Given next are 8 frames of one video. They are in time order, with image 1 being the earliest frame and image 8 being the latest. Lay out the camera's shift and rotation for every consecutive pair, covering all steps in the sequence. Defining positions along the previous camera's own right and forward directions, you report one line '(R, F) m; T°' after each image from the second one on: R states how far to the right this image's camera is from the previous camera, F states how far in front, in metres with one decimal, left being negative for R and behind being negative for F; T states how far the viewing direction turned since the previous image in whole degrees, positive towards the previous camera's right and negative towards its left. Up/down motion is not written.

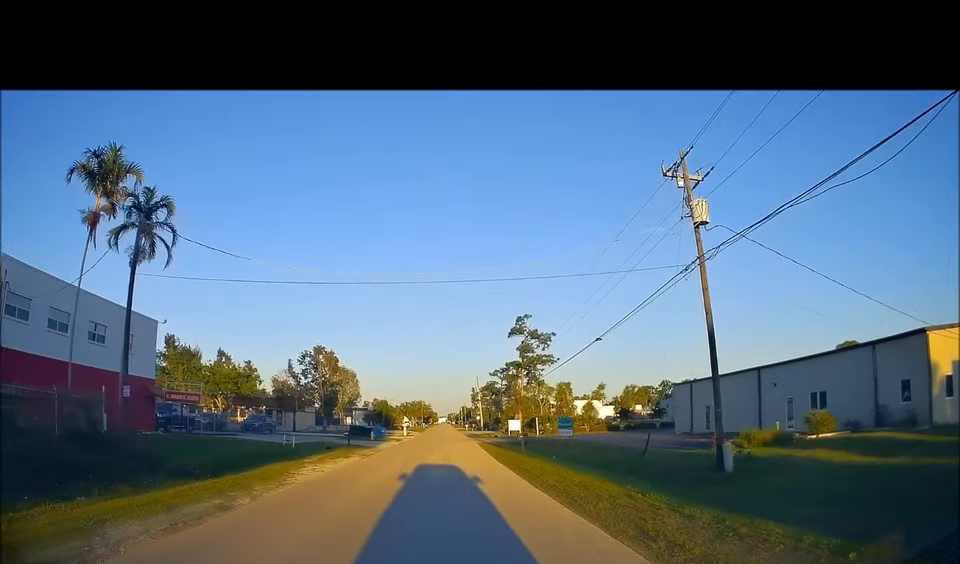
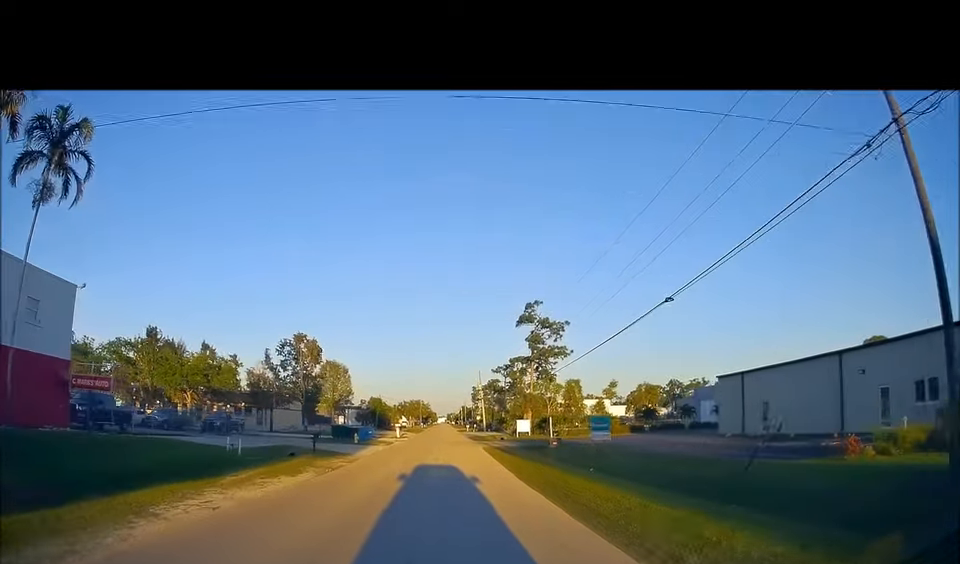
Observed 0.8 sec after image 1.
(0.0, +10.1) m; 0°
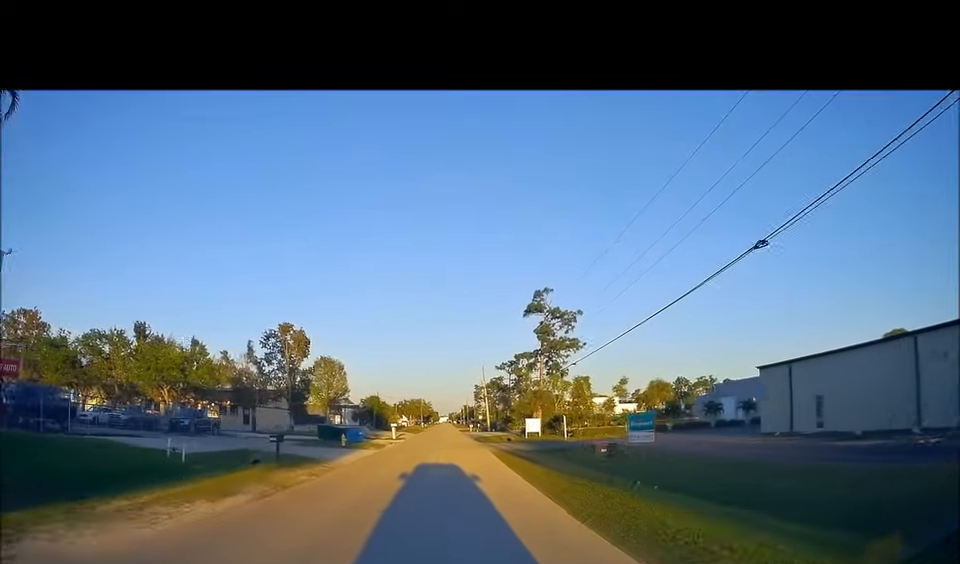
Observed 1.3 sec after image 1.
(0.0, +6.6) m; 0°
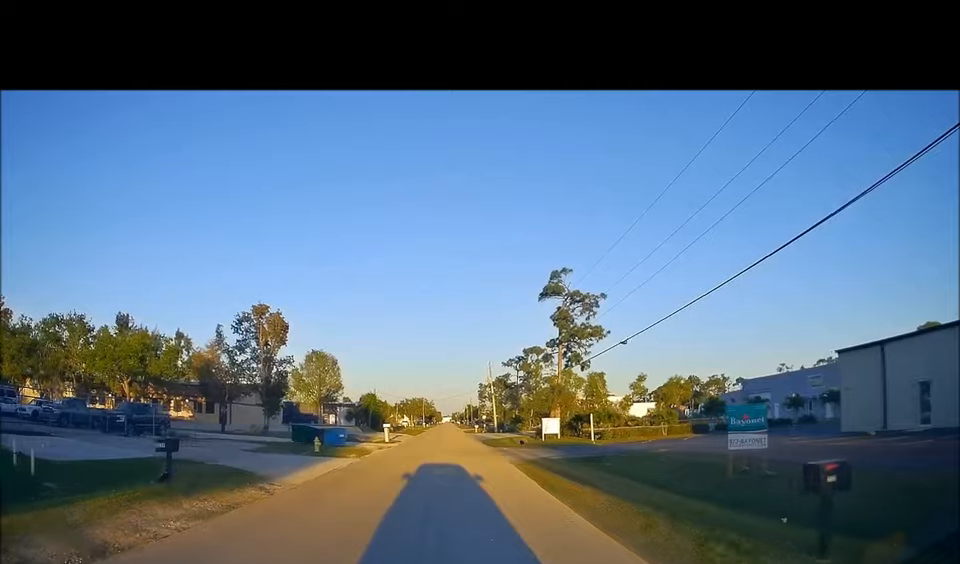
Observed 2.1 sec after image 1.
(0.0, +9.3) m; 0°
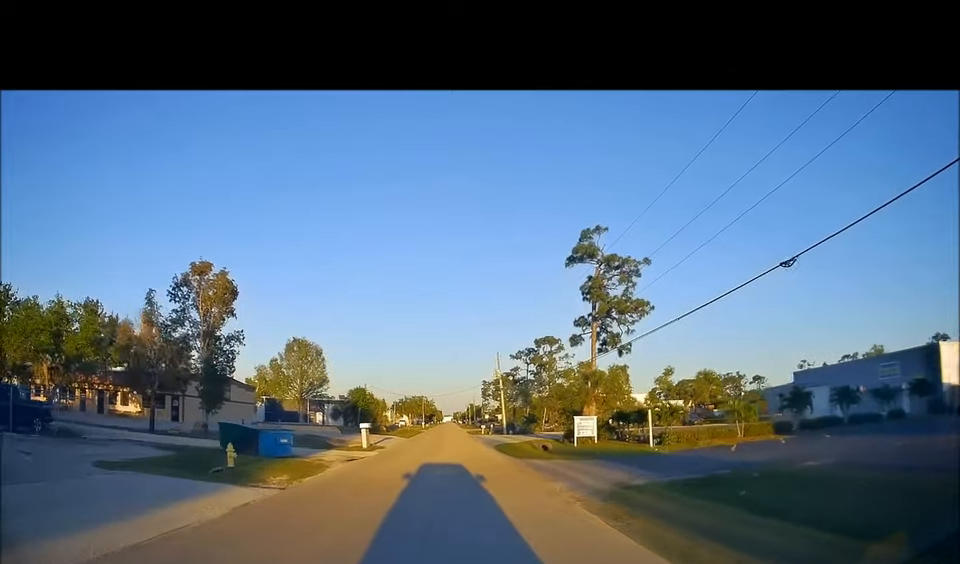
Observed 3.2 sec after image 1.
(0.0, +13.1) m; 0°
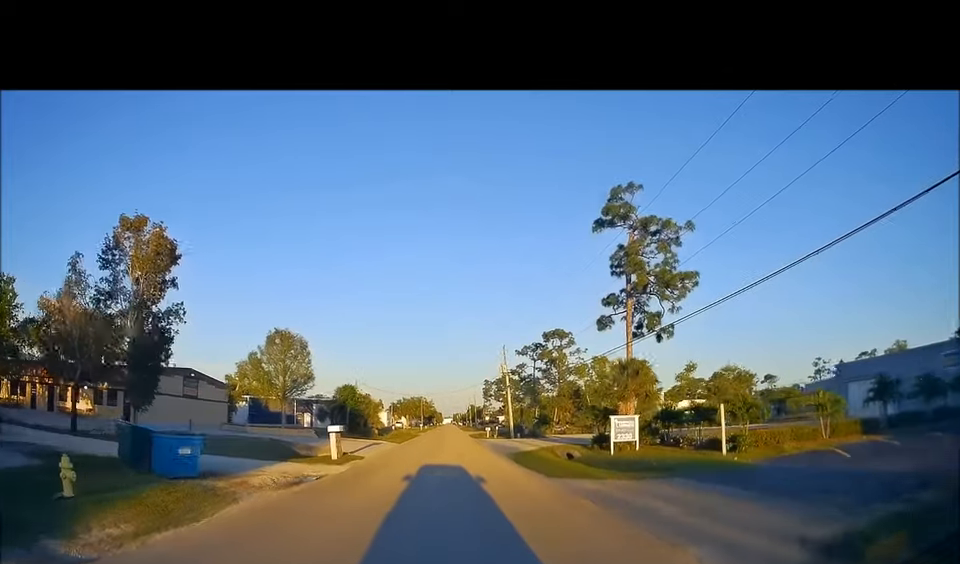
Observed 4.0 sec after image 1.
(0.0, +9.1) m; 0°
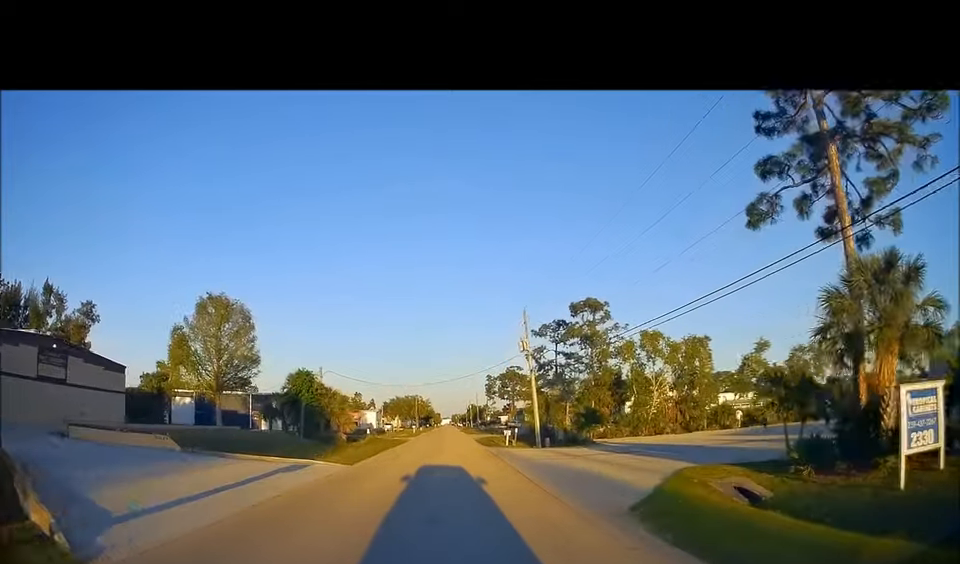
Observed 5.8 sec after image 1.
(0.0, +21.4) m; 0°
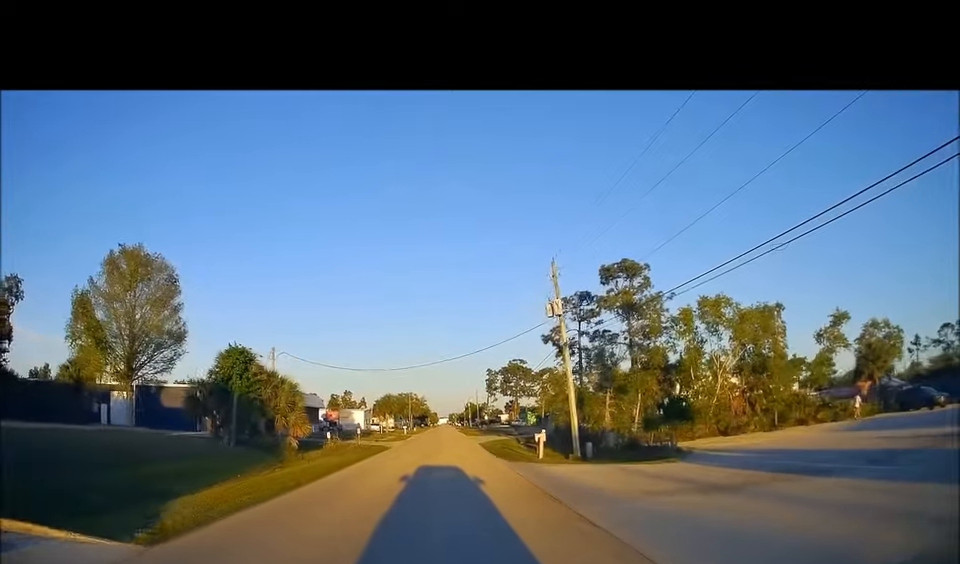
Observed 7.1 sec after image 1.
(0.0, +15.5) m; 0°
